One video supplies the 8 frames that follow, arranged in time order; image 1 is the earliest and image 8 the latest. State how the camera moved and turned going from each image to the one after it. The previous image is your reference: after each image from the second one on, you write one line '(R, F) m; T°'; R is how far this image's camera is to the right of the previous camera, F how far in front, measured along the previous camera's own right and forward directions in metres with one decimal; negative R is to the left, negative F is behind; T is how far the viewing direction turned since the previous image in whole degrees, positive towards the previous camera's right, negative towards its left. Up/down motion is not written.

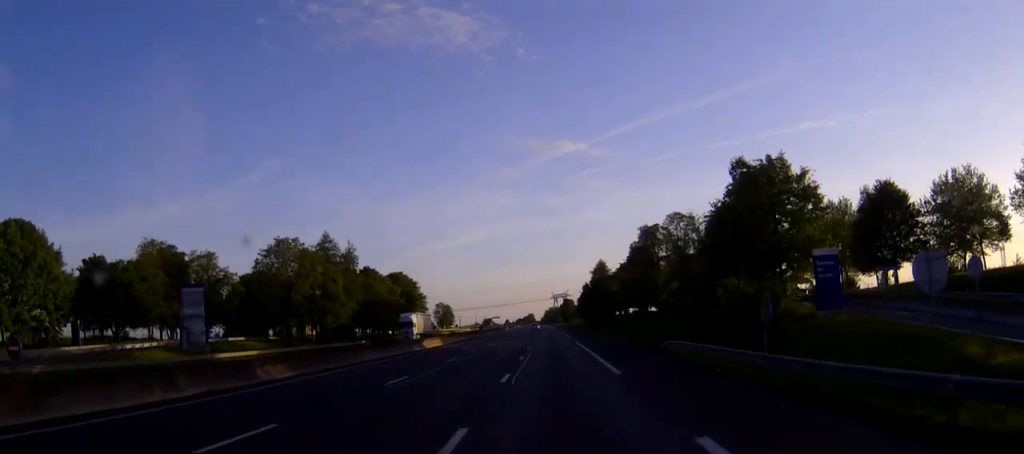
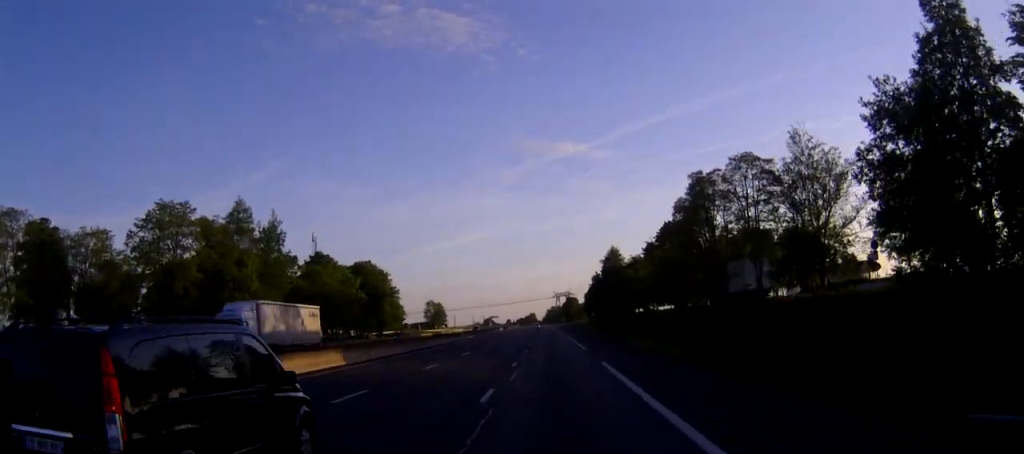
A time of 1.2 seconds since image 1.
(0.0, +31.7) m; 0°
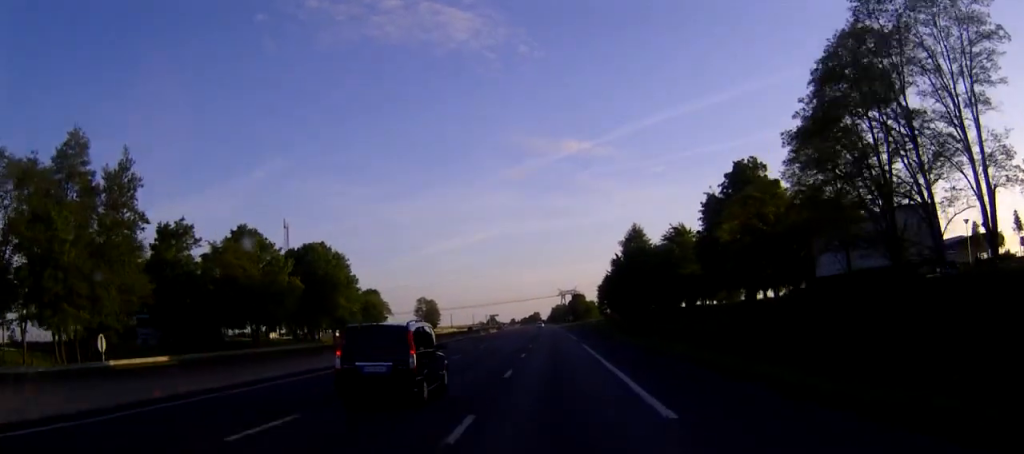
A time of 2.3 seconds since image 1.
(-0.1, +31.8) m; 0°
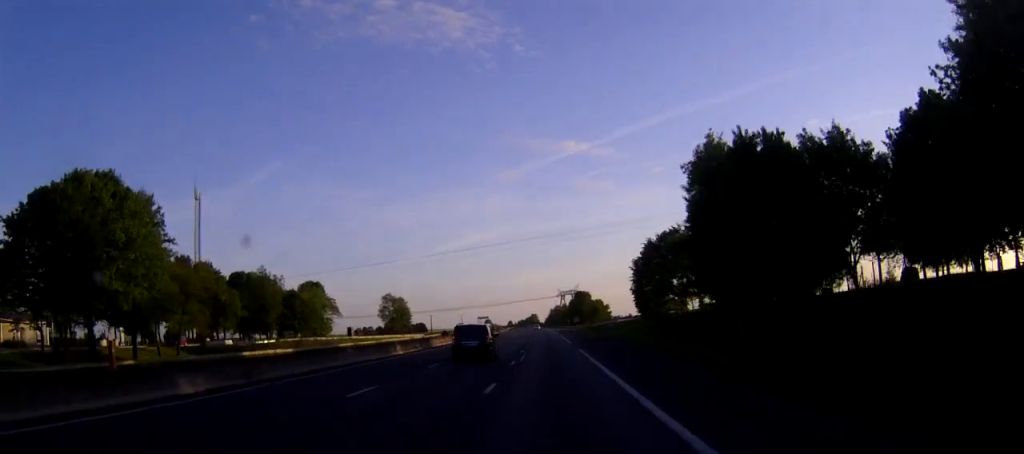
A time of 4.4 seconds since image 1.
(0.0, +57.2) m; 0°
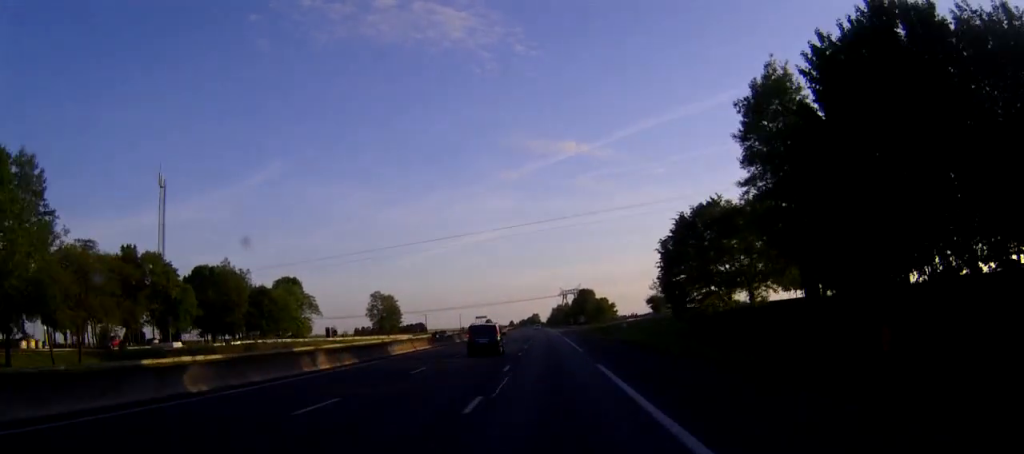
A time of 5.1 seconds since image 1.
(0.0, +17.2) m; 0°
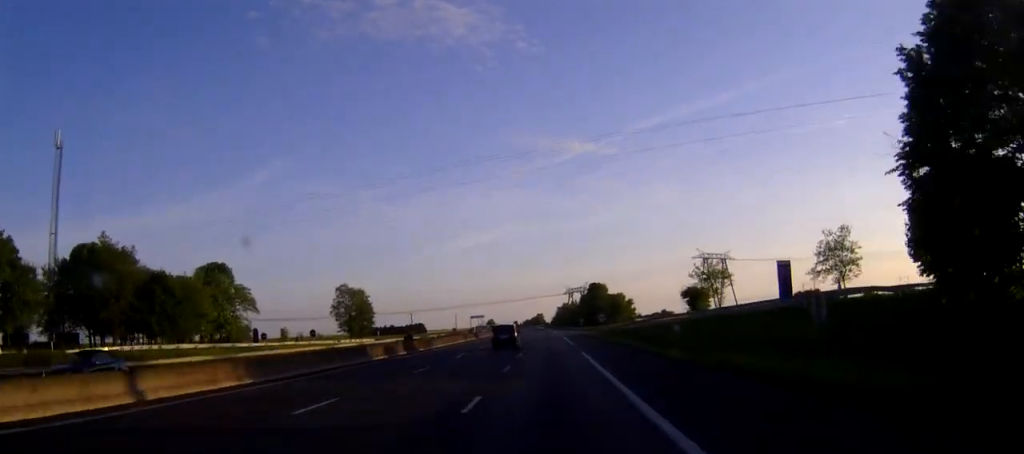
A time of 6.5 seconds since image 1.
(-0.2, +38.8) m; 0°
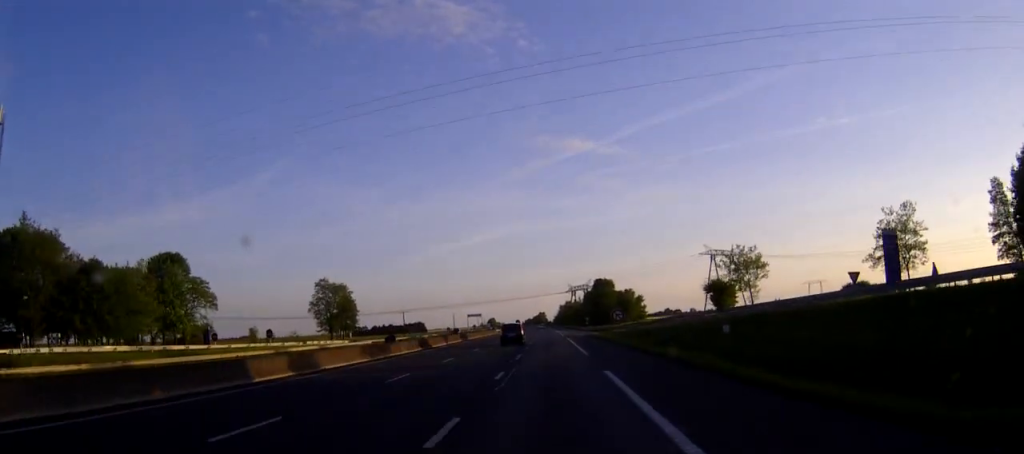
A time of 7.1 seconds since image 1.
(0.0, +17.1) m; 0°
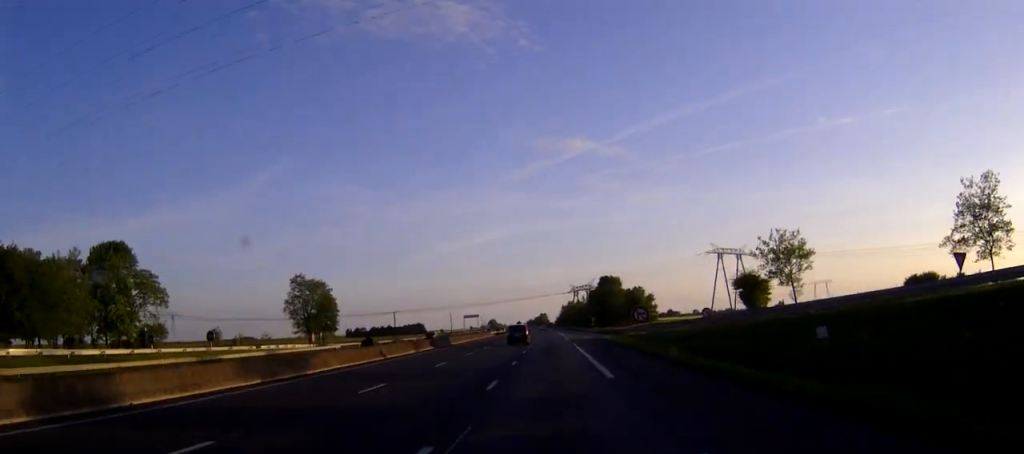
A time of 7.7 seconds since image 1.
(0.0, +16.2) m; 0°
